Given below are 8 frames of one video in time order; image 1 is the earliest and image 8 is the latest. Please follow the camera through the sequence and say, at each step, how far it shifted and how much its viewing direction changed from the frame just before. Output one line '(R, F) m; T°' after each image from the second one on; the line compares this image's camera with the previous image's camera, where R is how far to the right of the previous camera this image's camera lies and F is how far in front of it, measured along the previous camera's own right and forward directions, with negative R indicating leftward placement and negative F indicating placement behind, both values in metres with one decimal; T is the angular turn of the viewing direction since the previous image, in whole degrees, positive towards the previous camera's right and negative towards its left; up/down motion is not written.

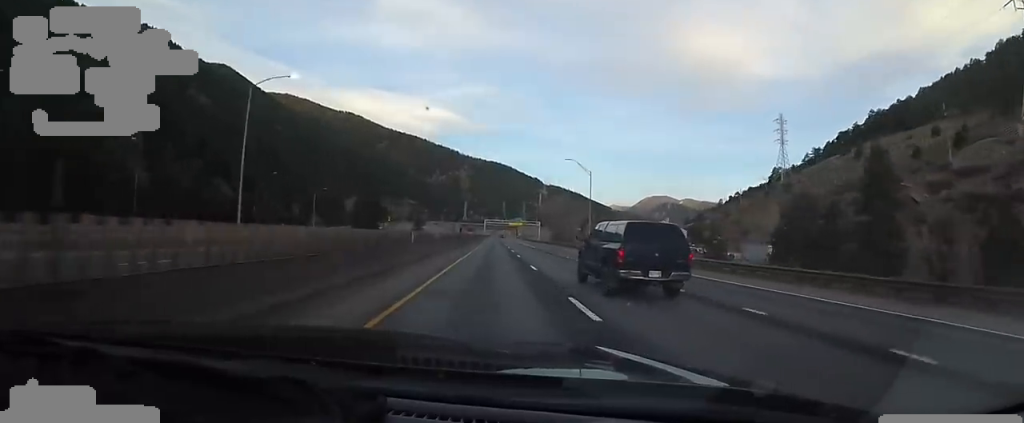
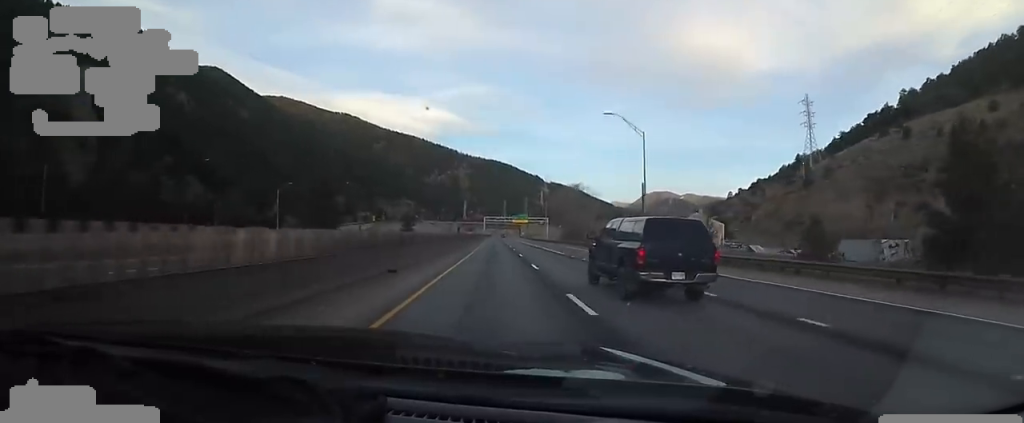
(+0.2, +24.8) m; -1°
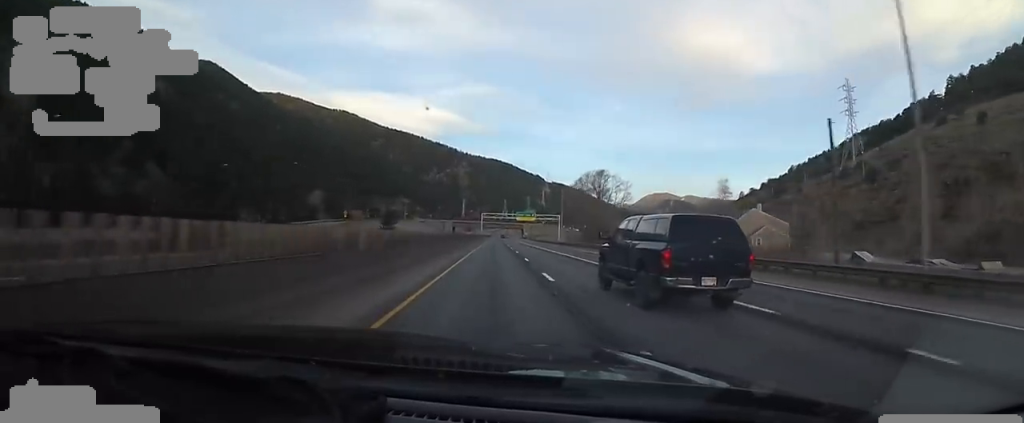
(-0.8, +29.9) m; -1°
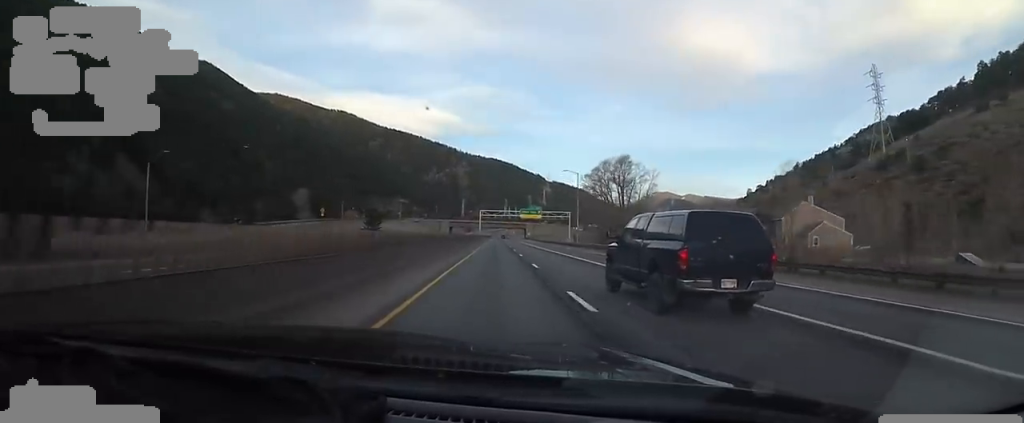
(-0.2, +17.6) m; 0°
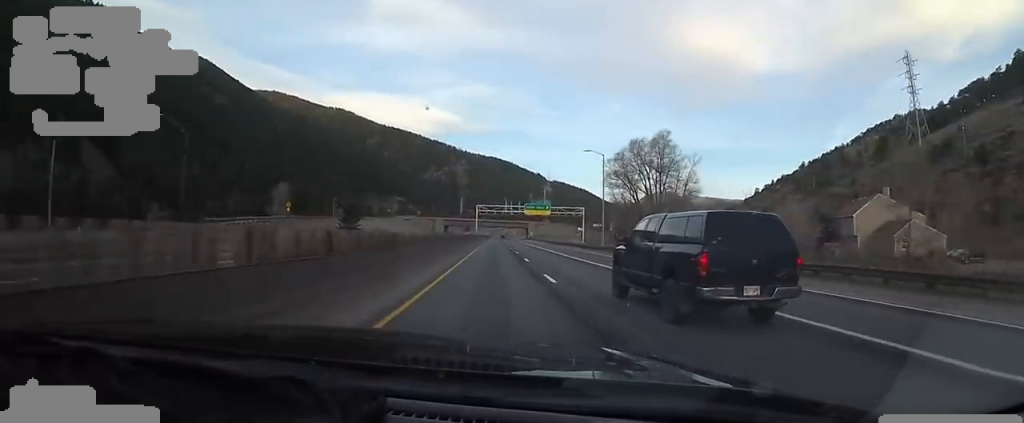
(+0.6, +18.6) m; +1°
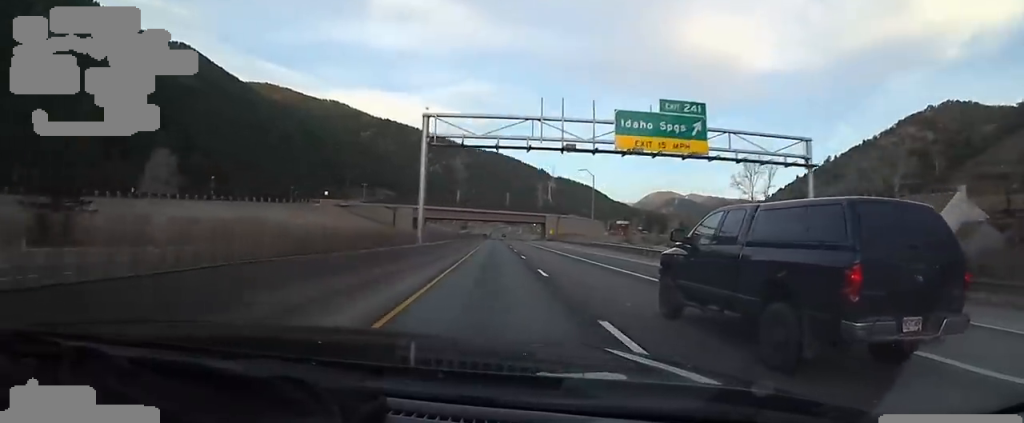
(-0.7, +71.4) m; -1°
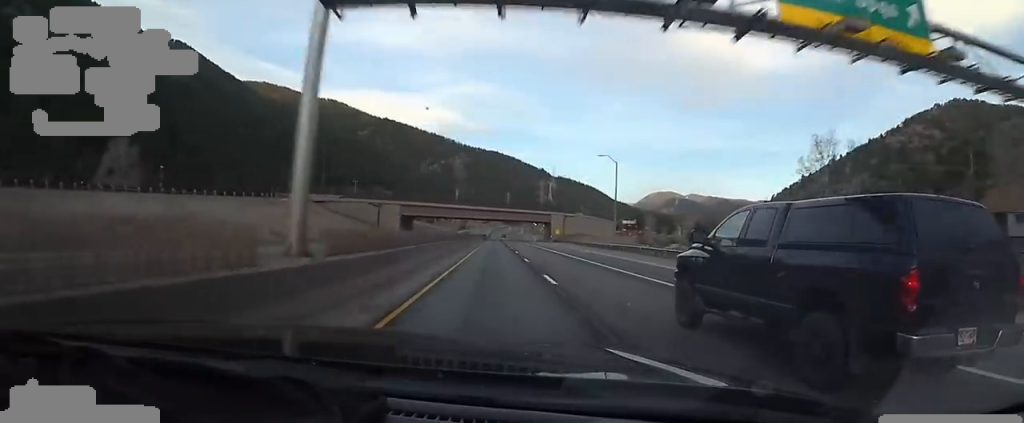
(+0.3, +14.8) m; -1°
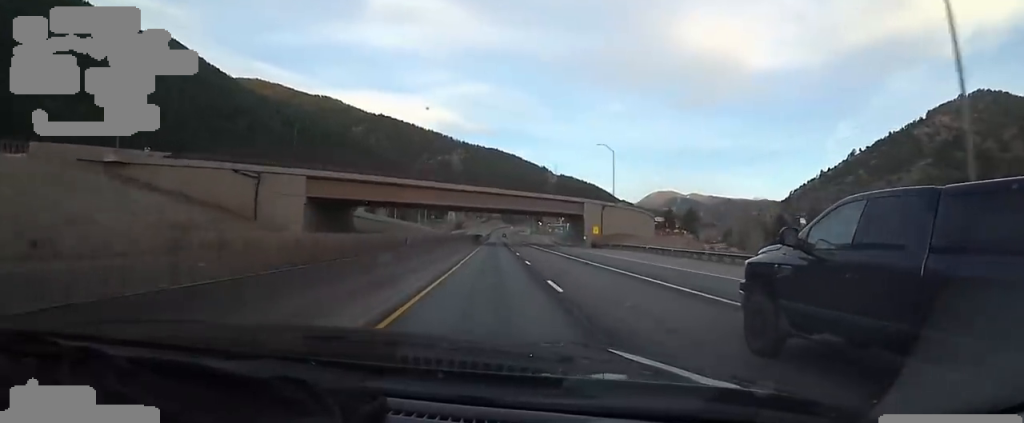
(-0.9, +49.8) m; +1°
